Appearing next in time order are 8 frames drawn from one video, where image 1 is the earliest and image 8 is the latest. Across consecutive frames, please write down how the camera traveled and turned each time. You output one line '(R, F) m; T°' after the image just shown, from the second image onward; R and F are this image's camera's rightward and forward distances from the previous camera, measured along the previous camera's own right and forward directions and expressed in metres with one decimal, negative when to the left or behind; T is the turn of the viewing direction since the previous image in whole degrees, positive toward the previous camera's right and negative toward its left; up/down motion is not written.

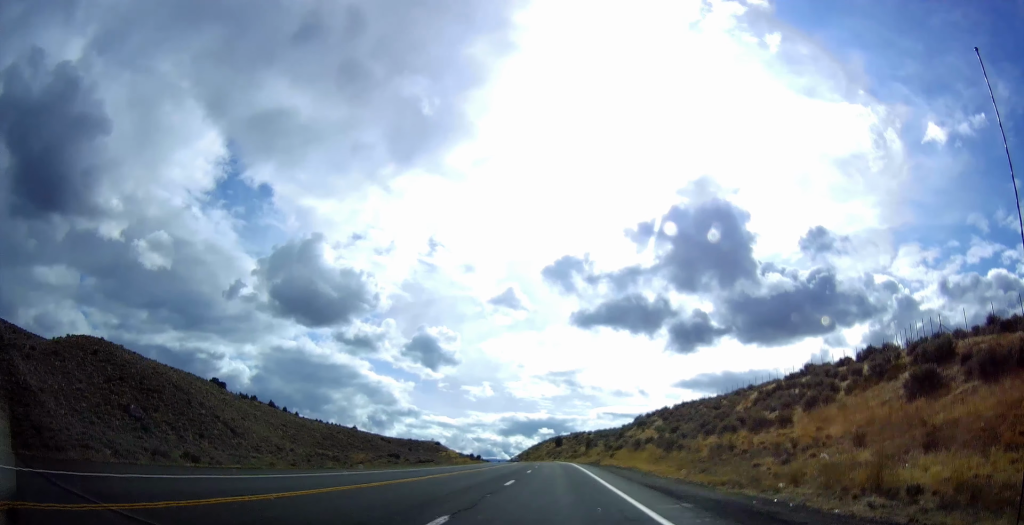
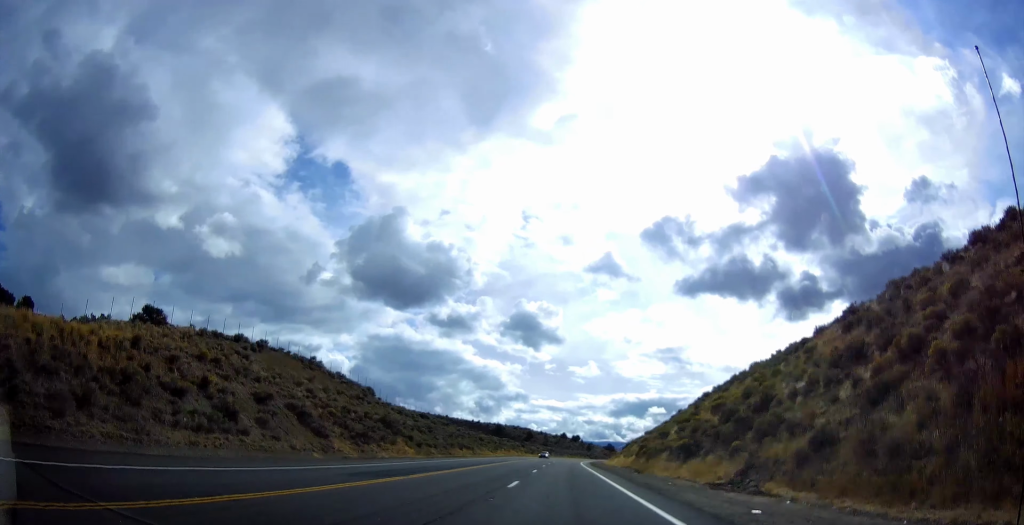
(-19.1, +270.0) m; -4°
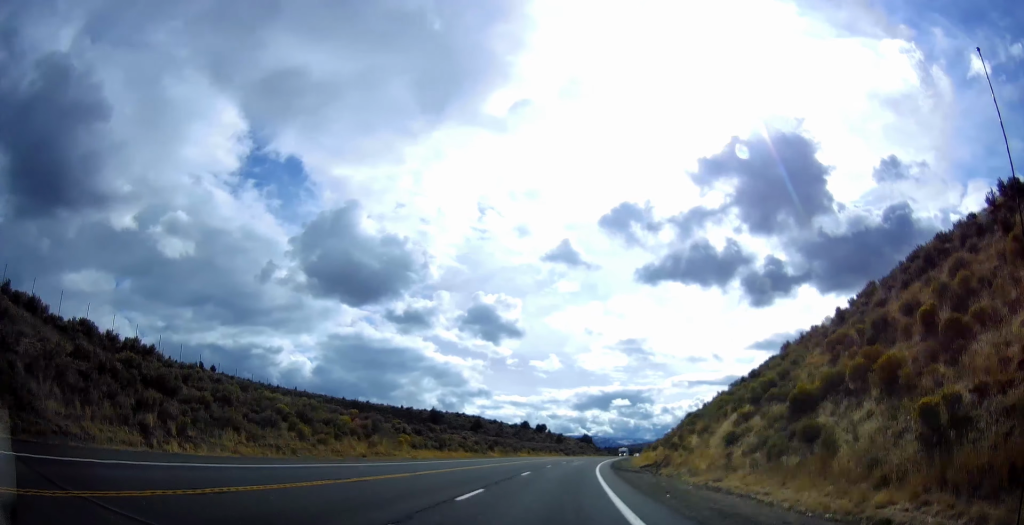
(-1.2, +95.6) m; +3°
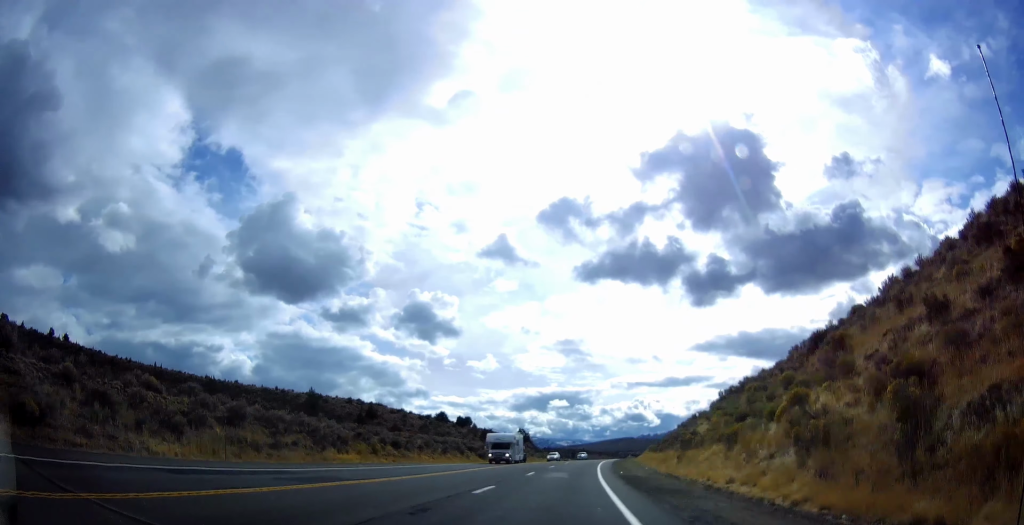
(+4.3, +71.8) m; +4°
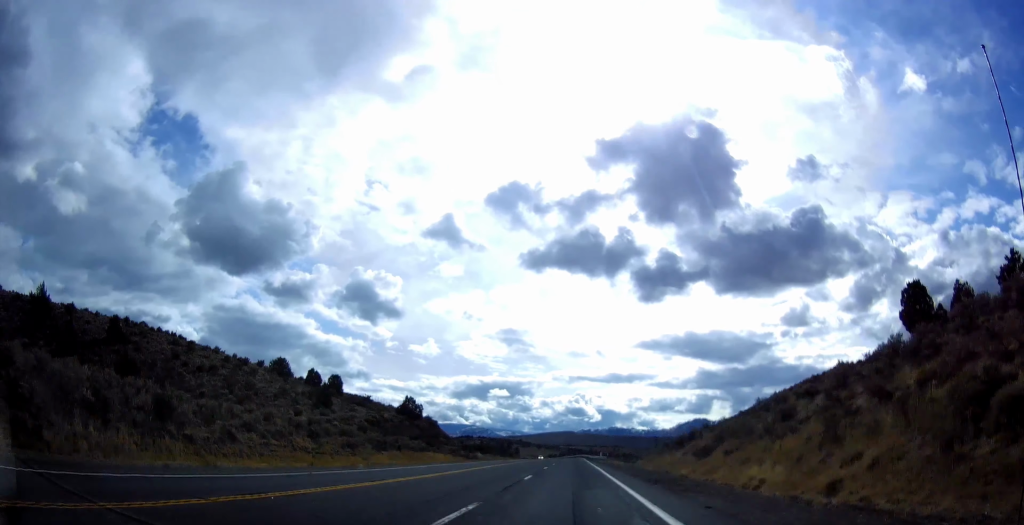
(+4.1, +96.4) m; +2°
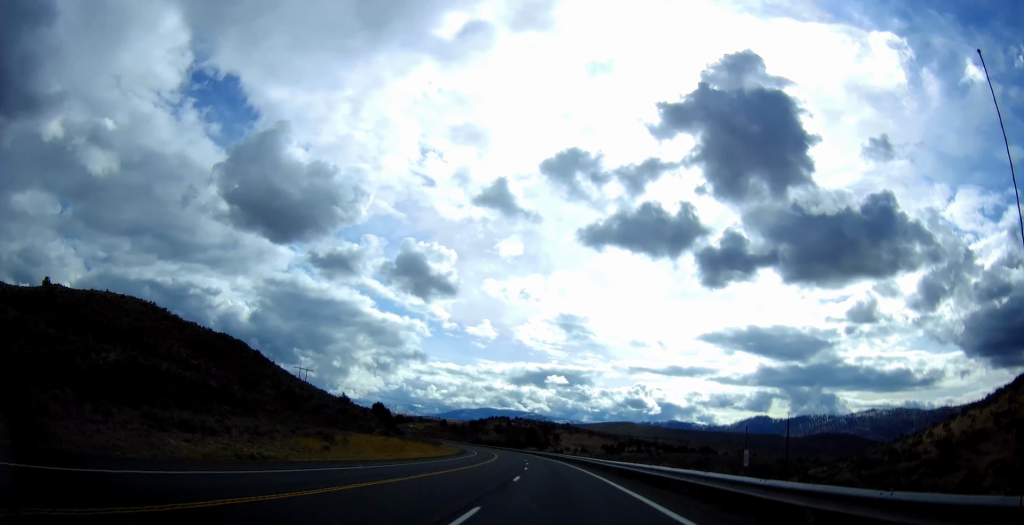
(-2.3, +225.8) m; -7°
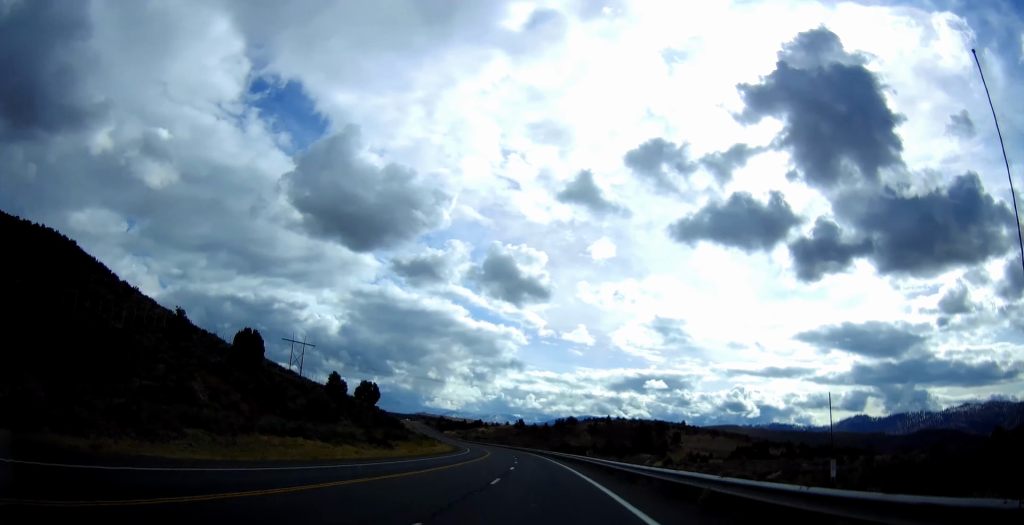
(-11.2, +150.3) m; -10°
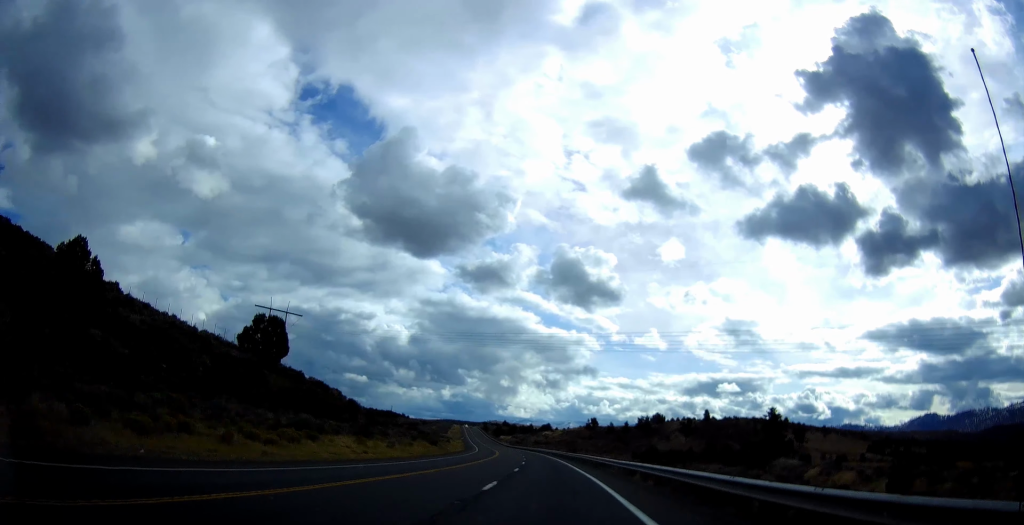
(-6.6, +89.7) m; -5°
